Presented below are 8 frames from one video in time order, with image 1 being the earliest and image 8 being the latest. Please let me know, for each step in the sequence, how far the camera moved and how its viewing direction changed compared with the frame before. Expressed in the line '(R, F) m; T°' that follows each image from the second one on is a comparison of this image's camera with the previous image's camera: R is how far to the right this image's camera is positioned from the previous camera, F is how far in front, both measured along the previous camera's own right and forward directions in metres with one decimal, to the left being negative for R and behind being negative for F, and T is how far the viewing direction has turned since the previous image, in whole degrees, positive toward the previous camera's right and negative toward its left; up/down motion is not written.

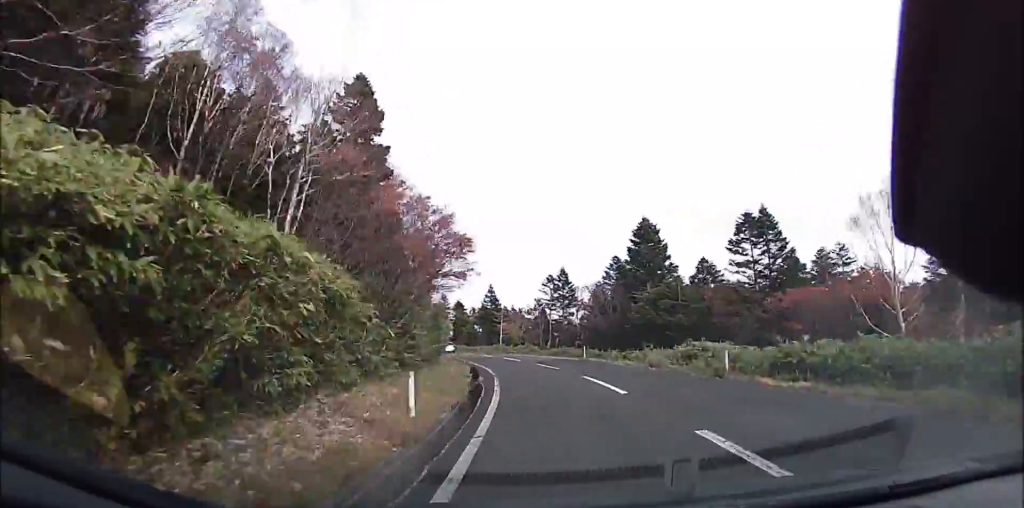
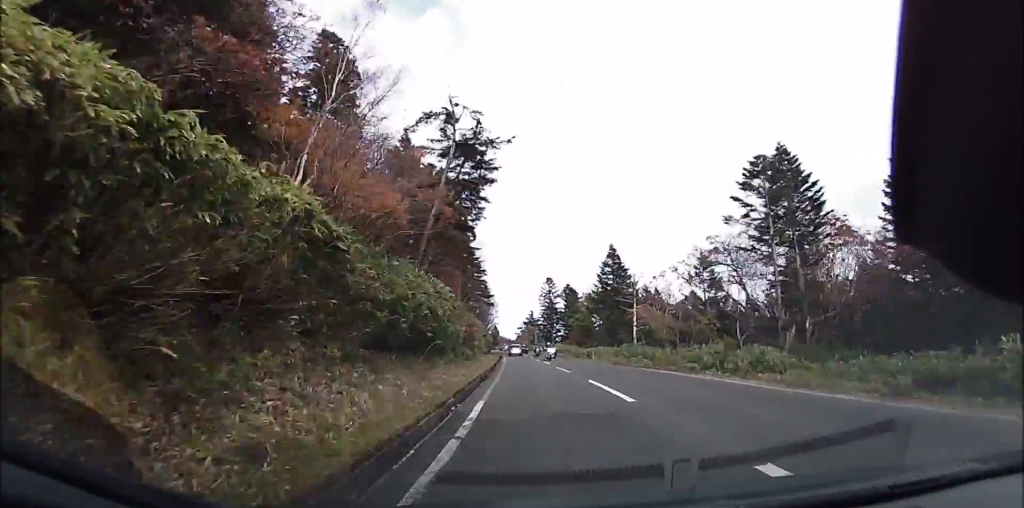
(-2.5, +32.4) m; -11°
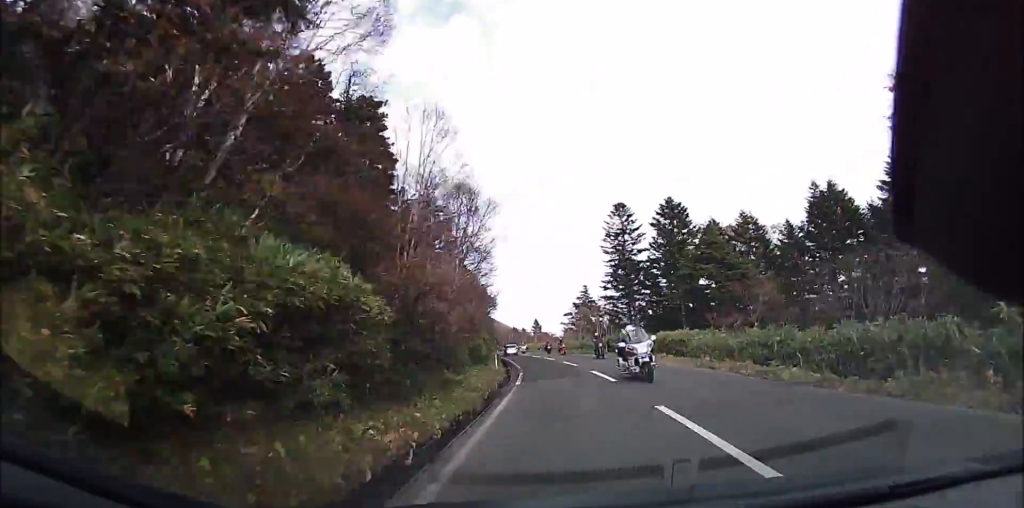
(-5.2, +45.0) m; -10°
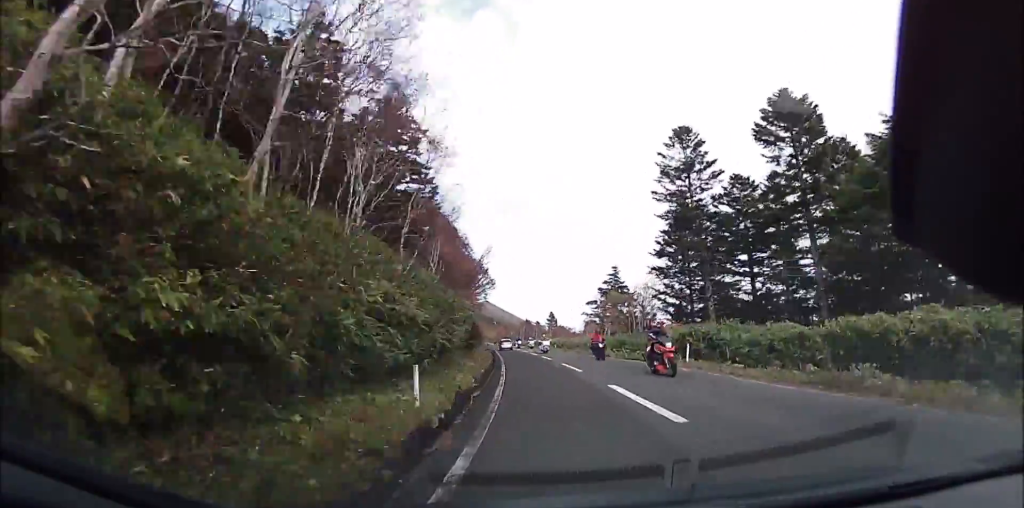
(+0.1, +16.2) m; -3°
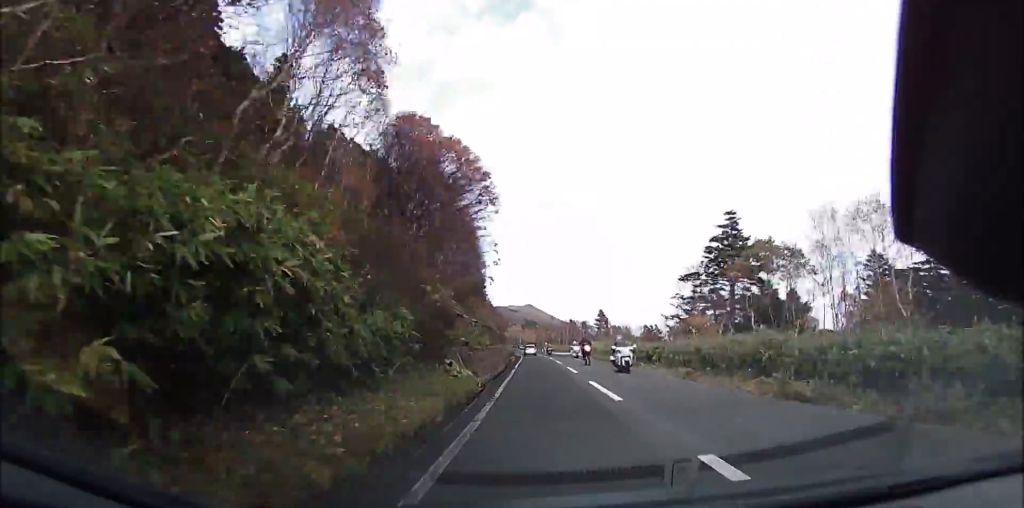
(-1.4, +26.8) m; -5°
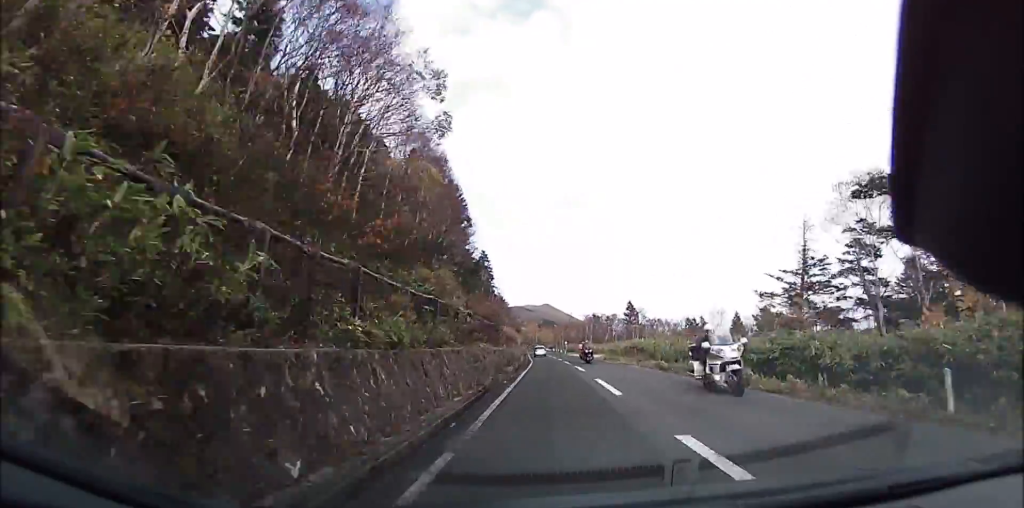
(-0.6, +19.4) m; -2°
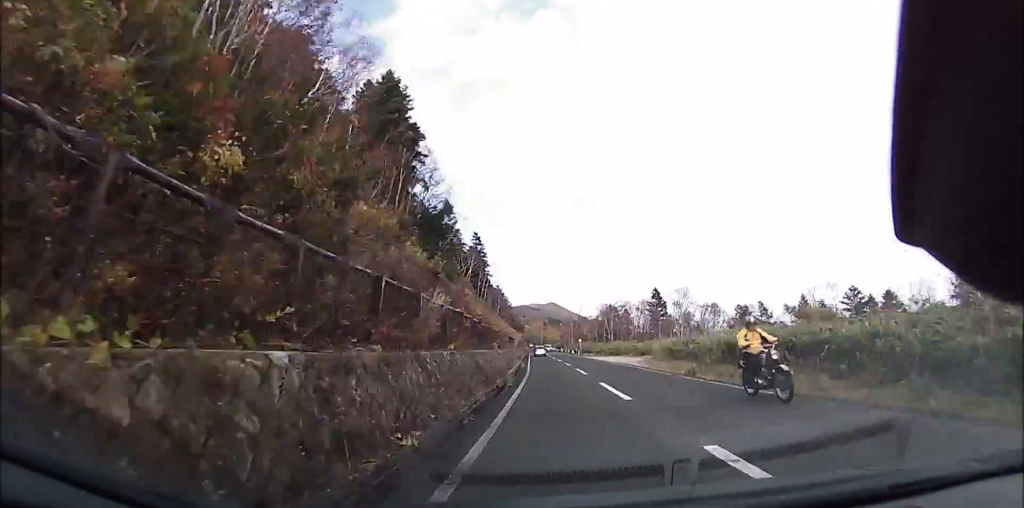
(-0.4, +21.1) m; -2°
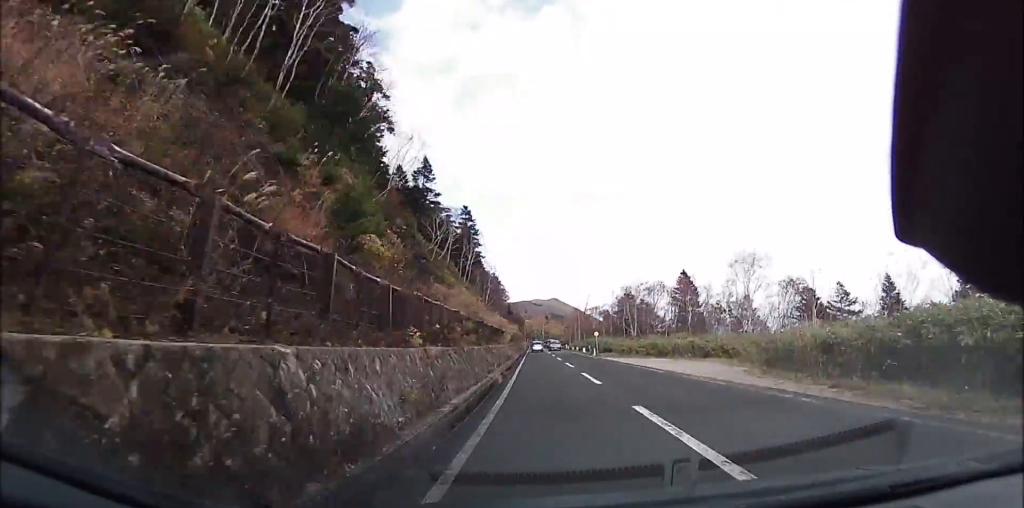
(-0.1, +16.4) m; -1°
